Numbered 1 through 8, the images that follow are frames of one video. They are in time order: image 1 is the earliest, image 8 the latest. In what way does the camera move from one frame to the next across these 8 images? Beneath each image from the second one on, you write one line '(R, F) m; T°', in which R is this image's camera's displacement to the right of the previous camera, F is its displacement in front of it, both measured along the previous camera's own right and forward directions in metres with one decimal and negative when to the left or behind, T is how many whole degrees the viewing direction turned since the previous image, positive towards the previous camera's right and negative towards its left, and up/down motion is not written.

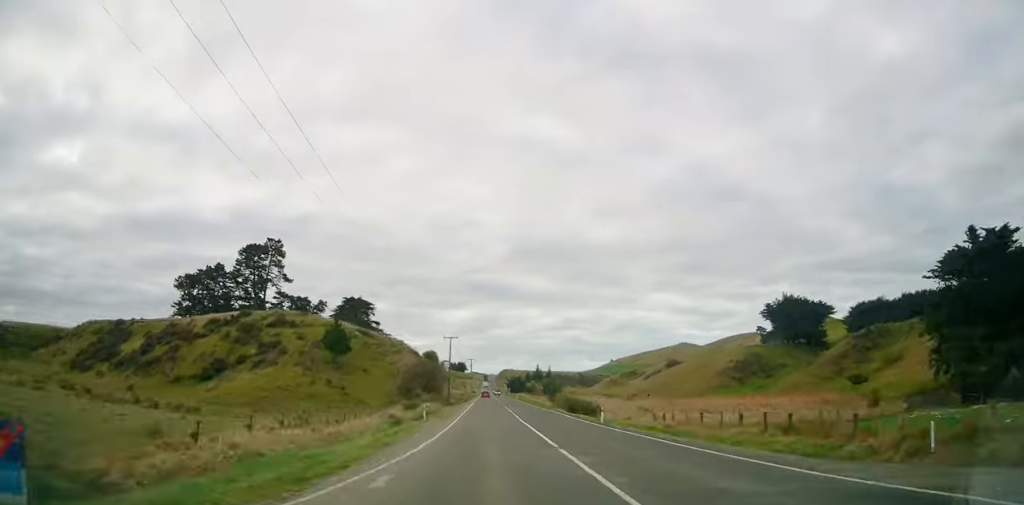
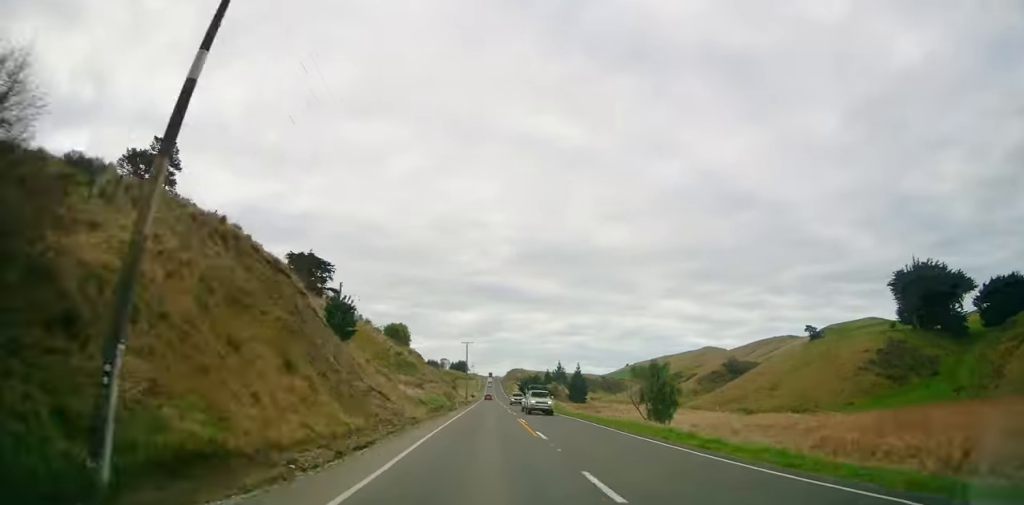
(0.0, +70.4) m; 0°
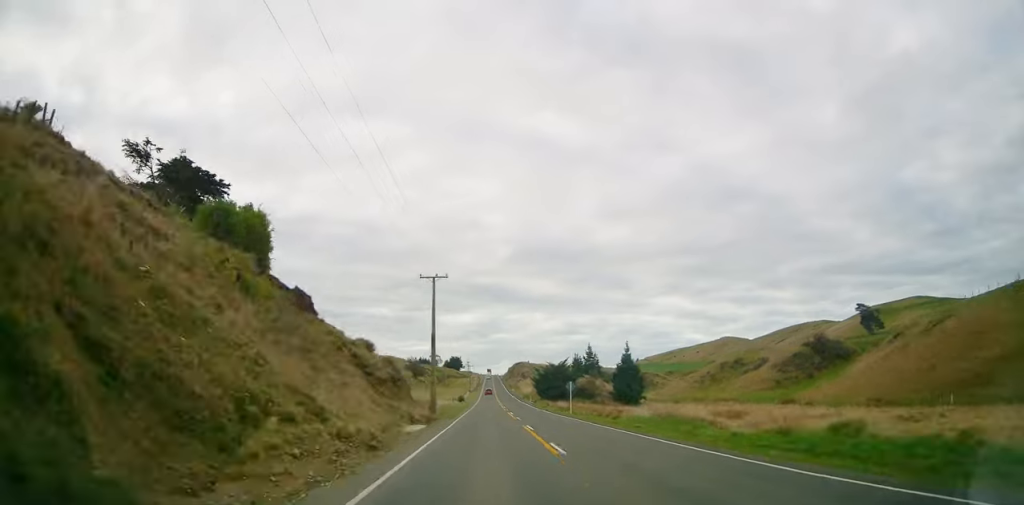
(-0.1, +69.1) m; 0°
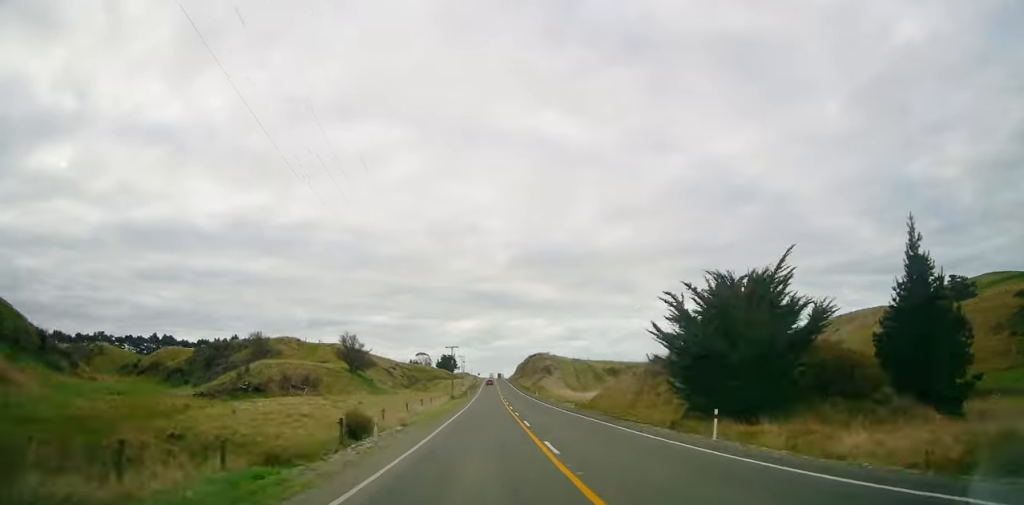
(-0.2, +87.2) m; 0°
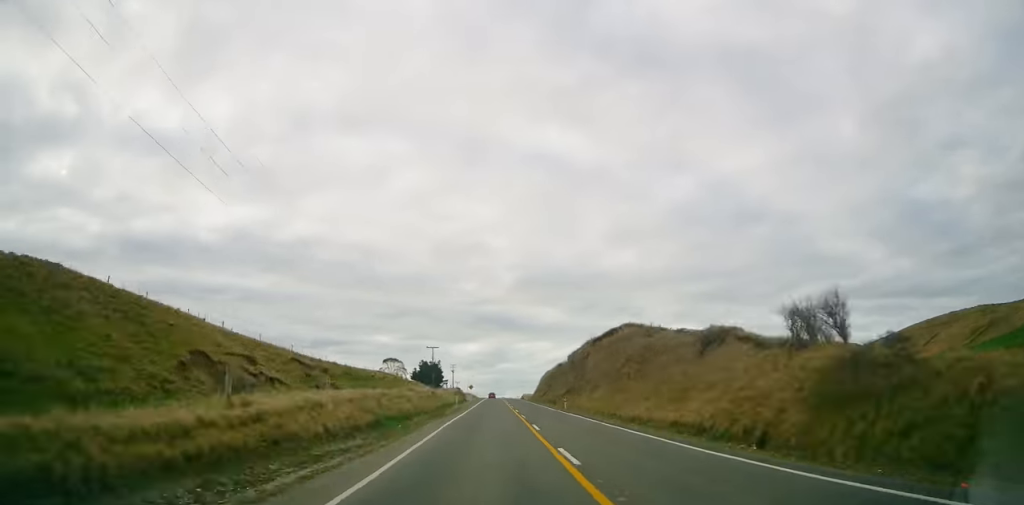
(+0.2, +100.5) m; 0°
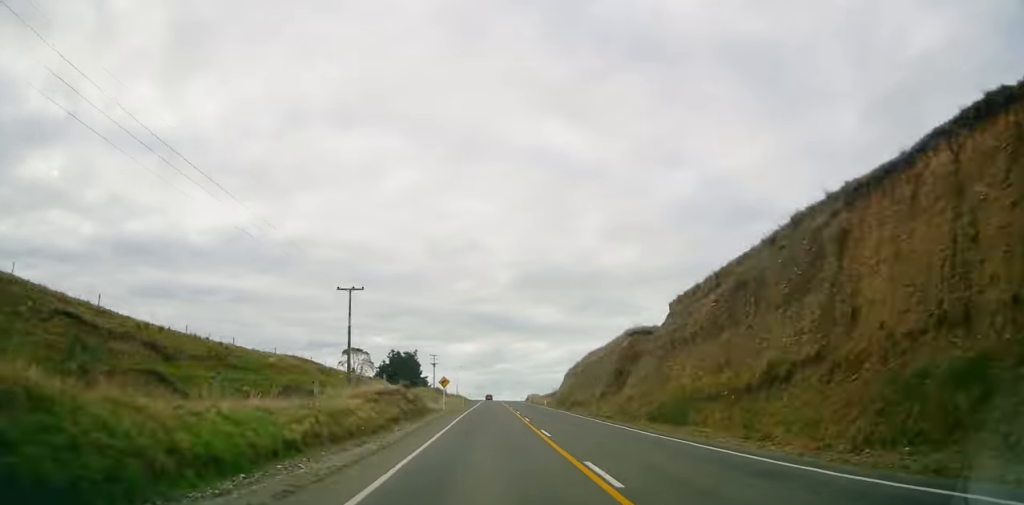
(-0.1, +49.4) m; 0°
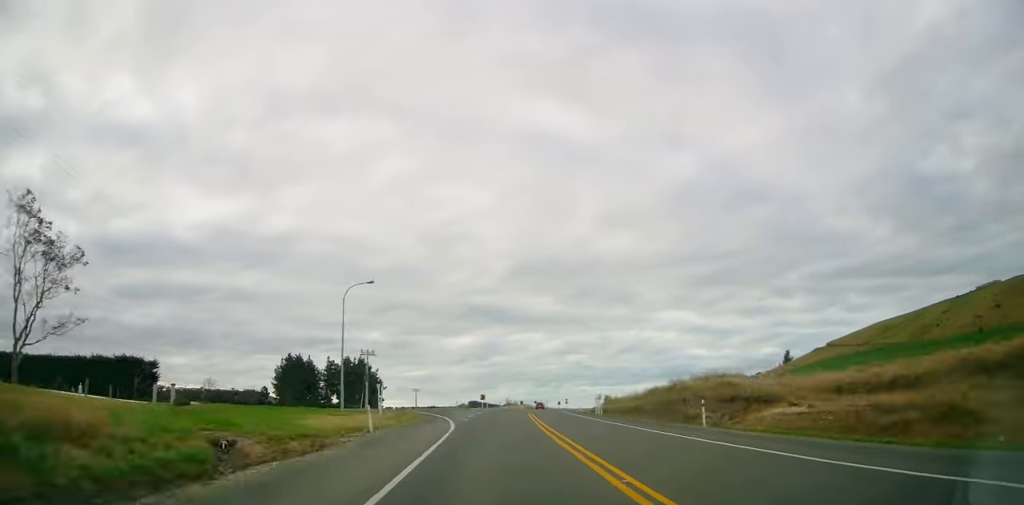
(+2.2, +145.7) m; +5°
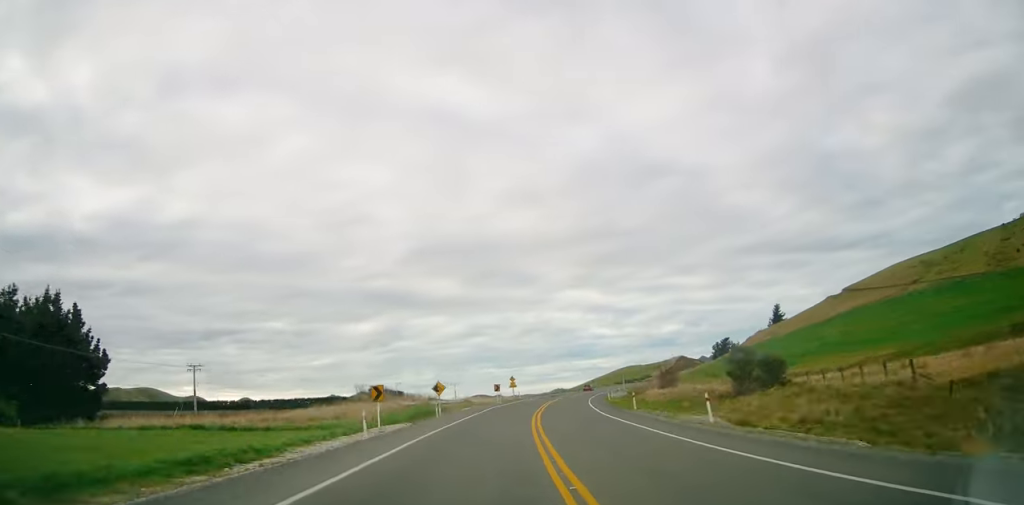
(+7.8, +102.0) m; +11°
